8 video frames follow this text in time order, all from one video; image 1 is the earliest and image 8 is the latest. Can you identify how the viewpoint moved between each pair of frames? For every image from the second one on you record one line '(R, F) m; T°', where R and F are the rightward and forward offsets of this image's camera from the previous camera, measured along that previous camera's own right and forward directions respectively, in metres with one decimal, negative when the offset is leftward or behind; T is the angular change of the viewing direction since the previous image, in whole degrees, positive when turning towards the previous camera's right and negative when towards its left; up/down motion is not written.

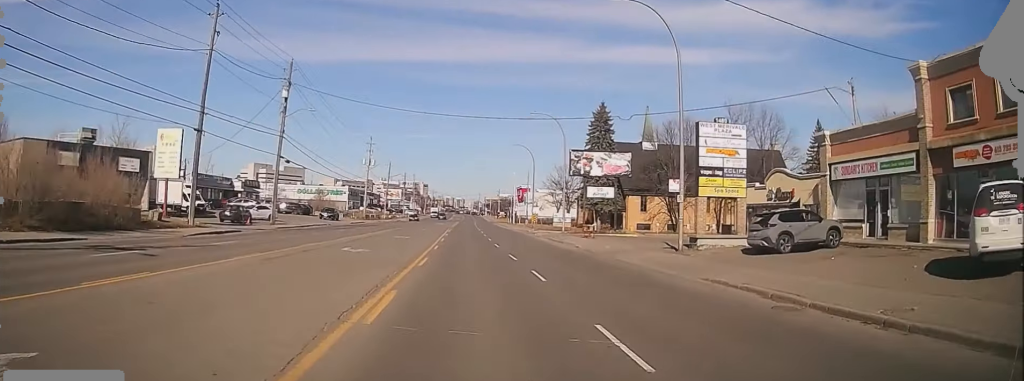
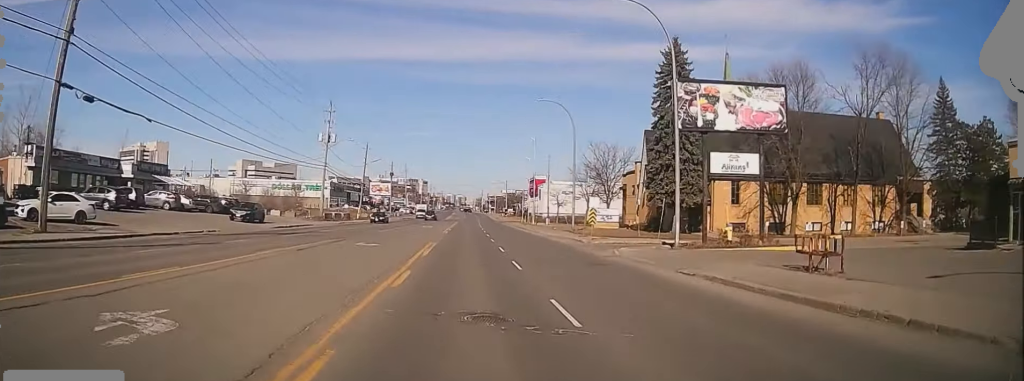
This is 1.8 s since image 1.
(+0.7, +33.3) m; +2°
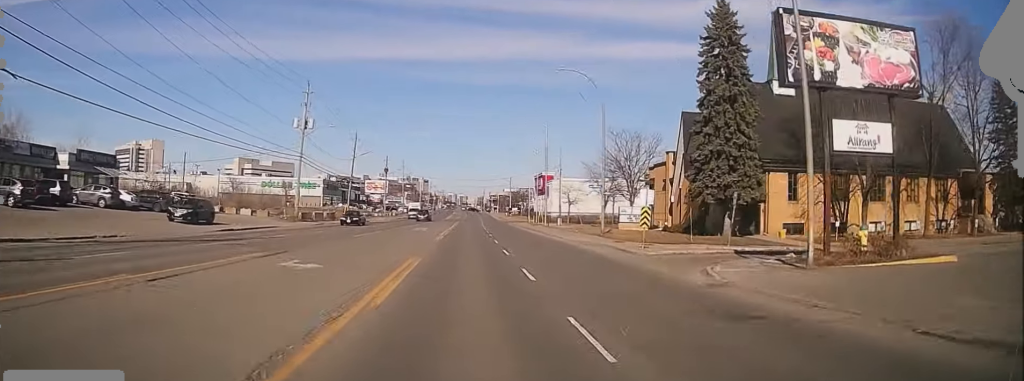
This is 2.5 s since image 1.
(0.0, +11.8) m; 0°
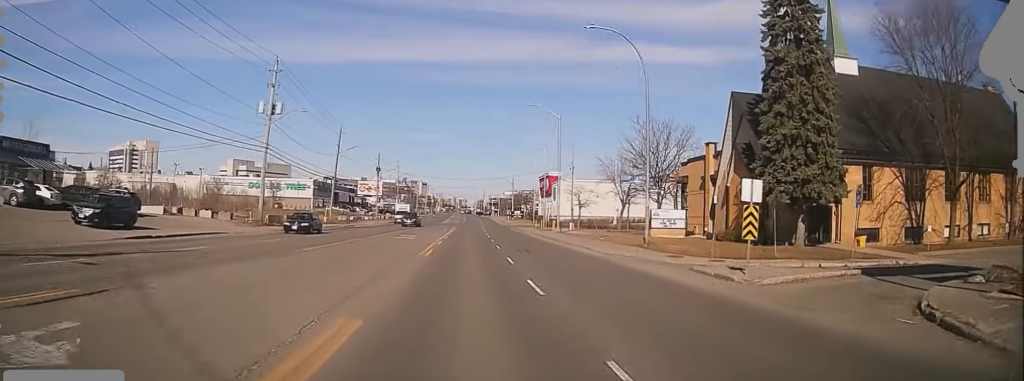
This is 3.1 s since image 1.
(0.0, +12.0) m; 0°
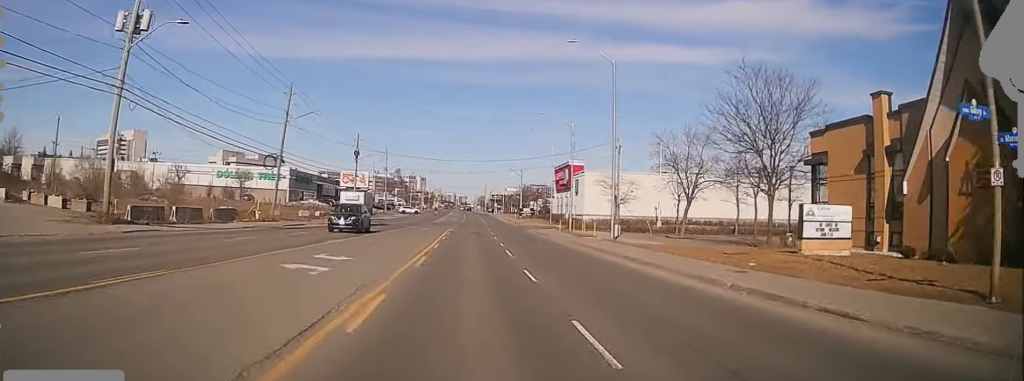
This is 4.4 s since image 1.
(0.0, +24.6) m; 0°
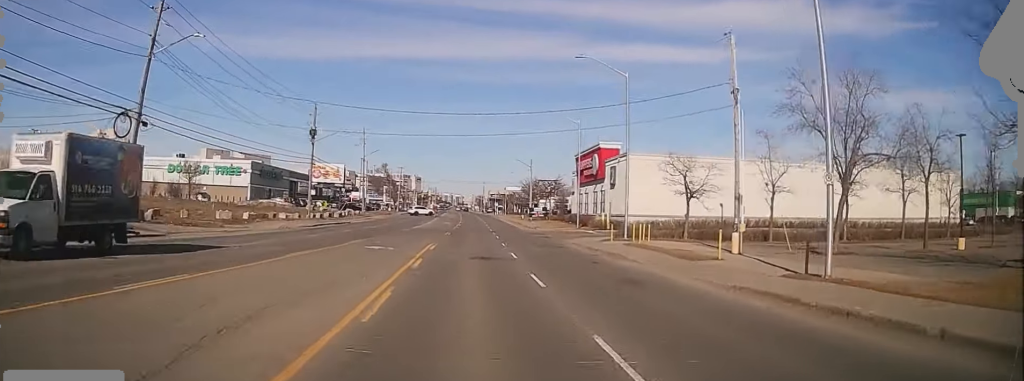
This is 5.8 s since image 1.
(0.0, +26.2) m; 0°
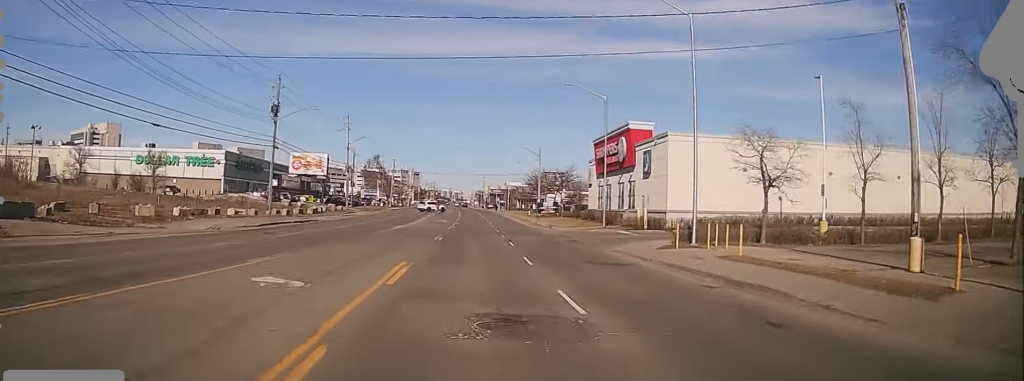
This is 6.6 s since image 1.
(0.0, +14.1) m; 0°
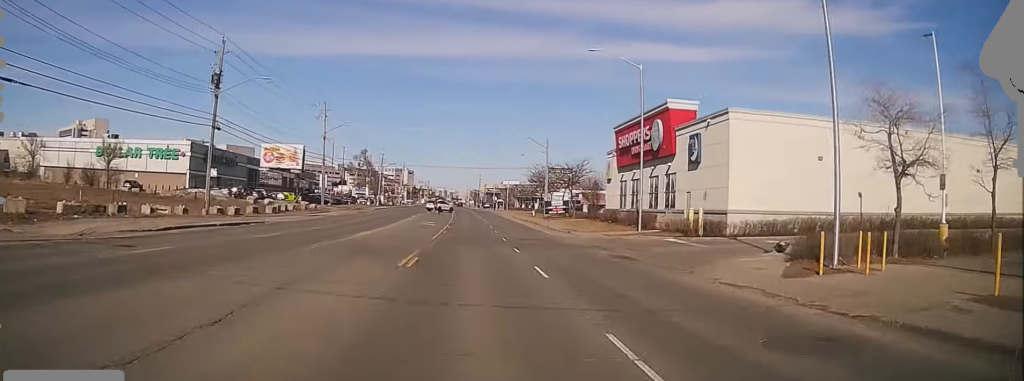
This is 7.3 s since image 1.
(0.0, +14.0) m; 0°
